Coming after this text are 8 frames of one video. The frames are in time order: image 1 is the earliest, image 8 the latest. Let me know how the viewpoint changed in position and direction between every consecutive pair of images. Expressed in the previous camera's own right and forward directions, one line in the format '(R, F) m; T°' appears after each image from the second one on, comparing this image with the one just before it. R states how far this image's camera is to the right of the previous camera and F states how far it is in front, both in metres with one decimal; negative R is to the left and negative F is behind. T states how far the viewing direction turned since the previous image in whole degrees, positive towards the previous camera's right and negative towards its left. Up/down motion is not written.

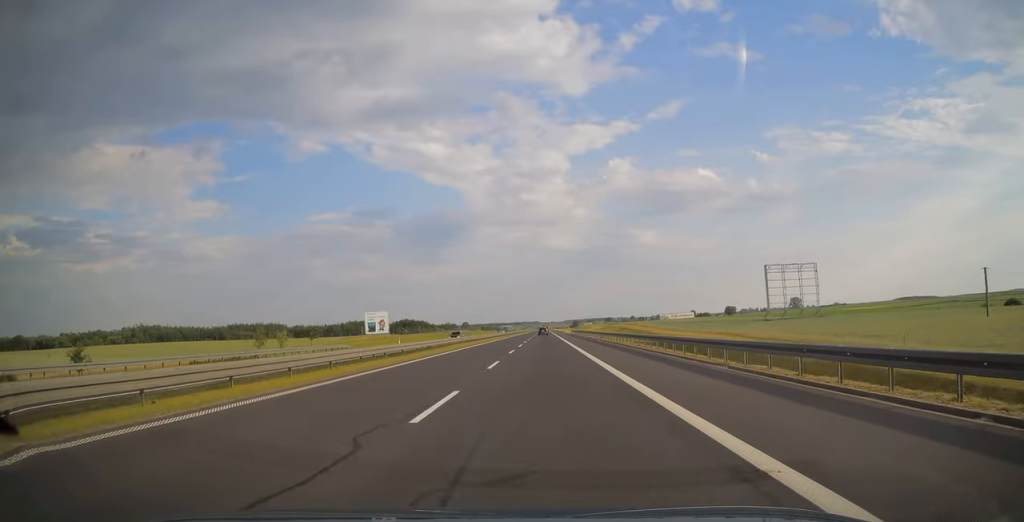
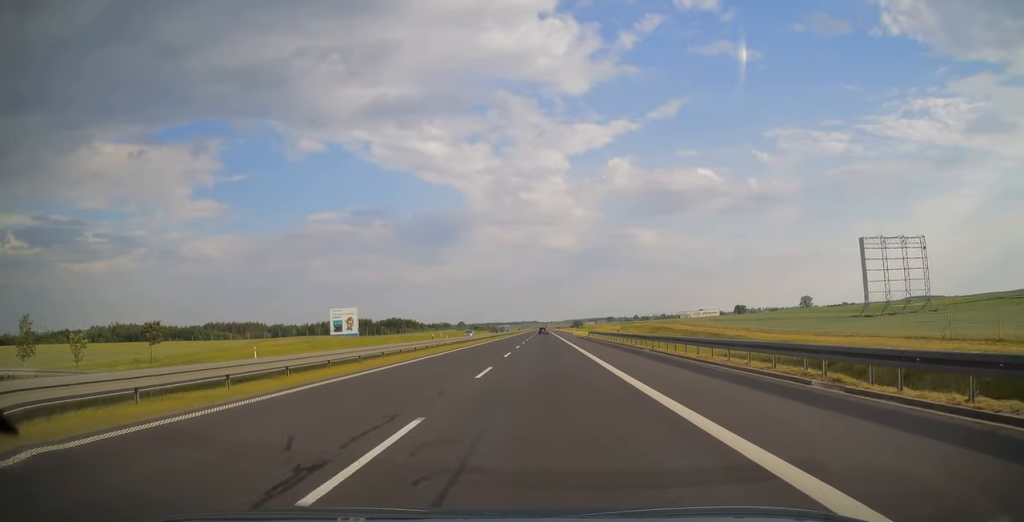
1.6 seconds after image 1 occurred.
(+0.1, +52.1) m; 0°
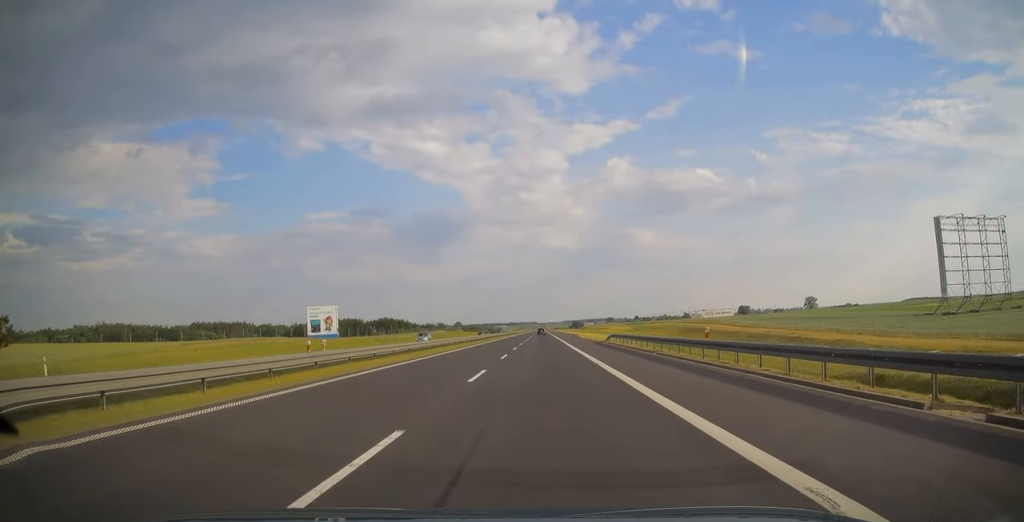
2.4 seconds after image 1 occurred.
(0.0, +25.0) m; 0°
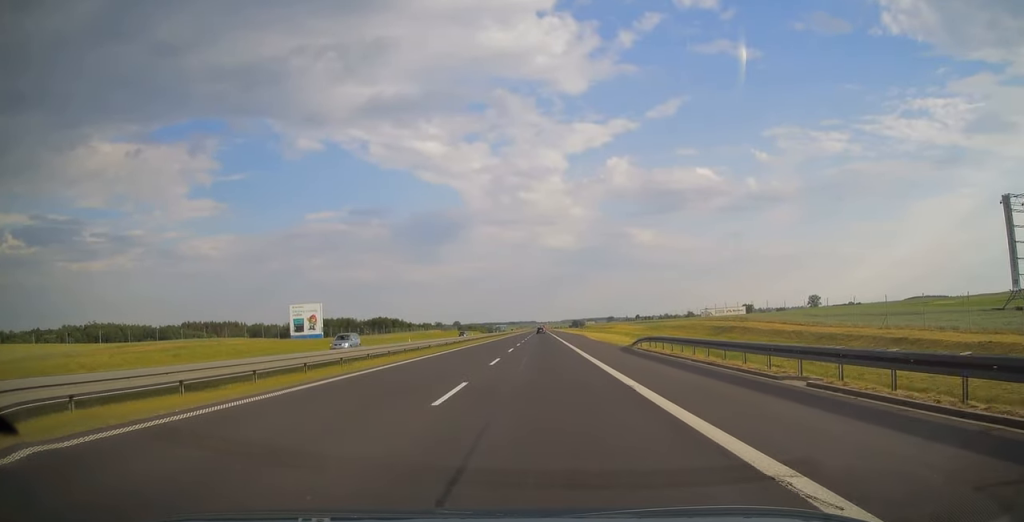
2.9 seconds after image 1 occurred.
(0.0, +16.9) m; 0°
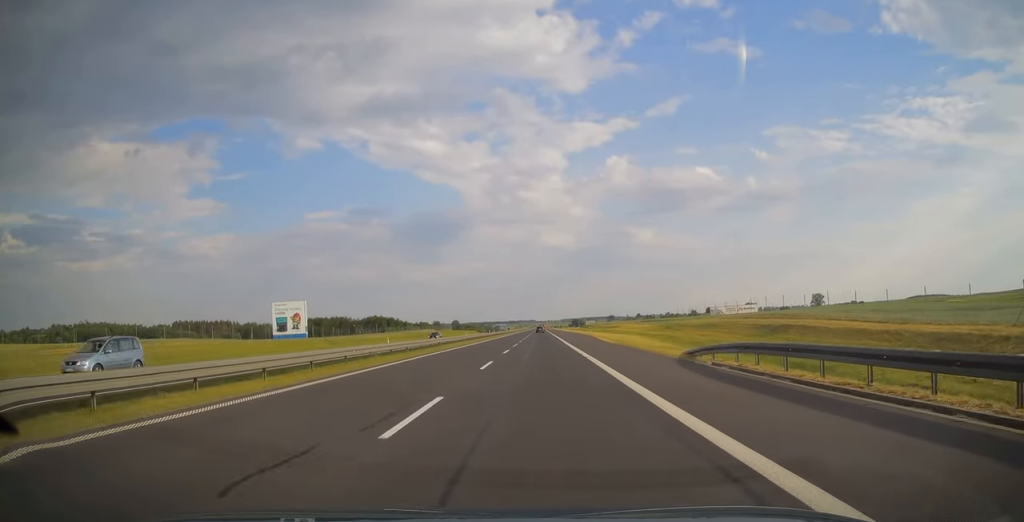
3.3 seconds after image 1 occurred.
(0.0, +15.3) m; 0°
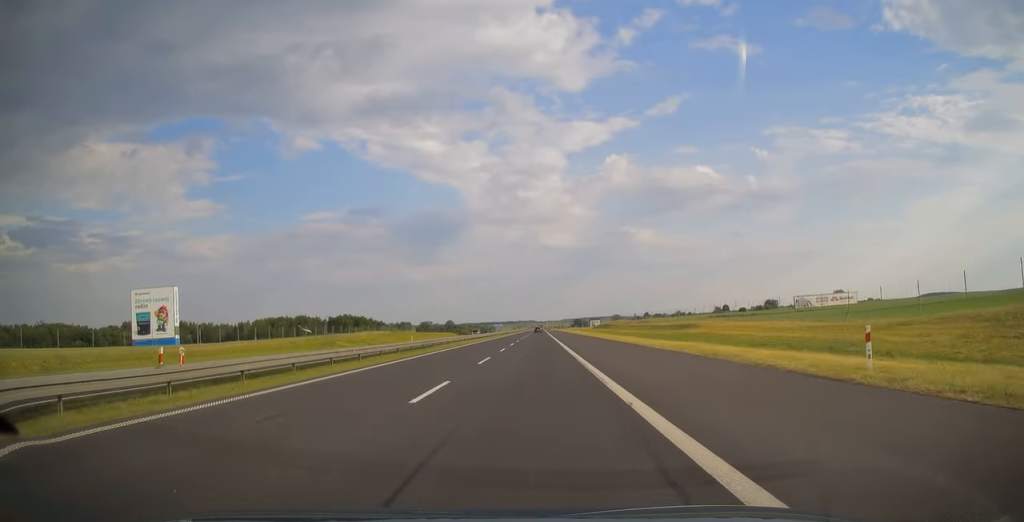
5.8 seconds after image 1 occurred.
(+0.4, +80.6) m; 0°
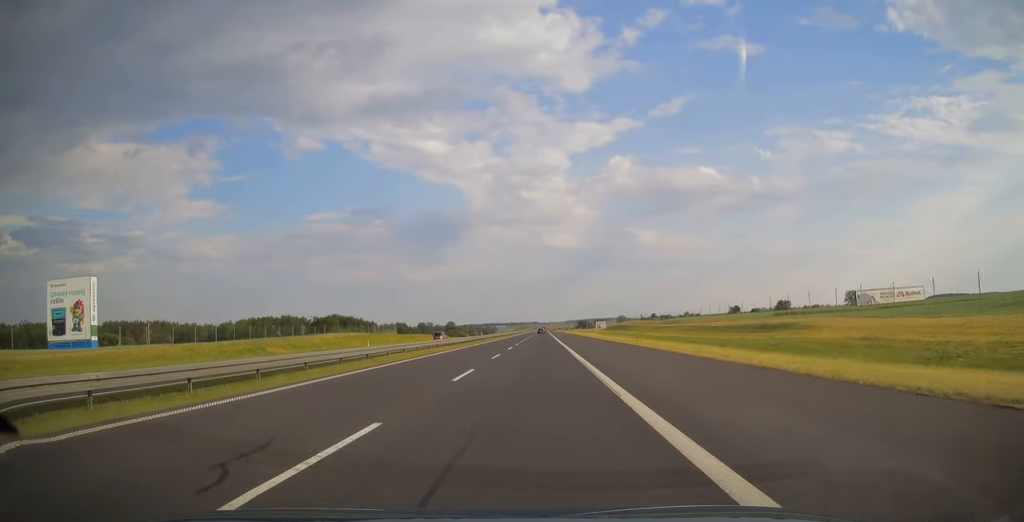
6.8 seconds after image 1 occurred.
(-0.1, +31.0) m; 0°
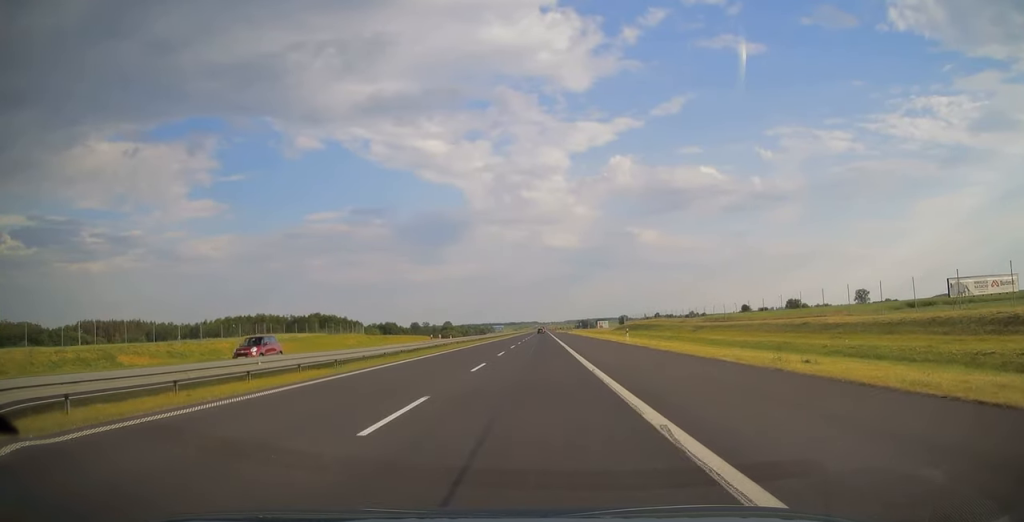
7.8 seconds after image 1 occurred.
(-0.1, +32.6) m; 0°
